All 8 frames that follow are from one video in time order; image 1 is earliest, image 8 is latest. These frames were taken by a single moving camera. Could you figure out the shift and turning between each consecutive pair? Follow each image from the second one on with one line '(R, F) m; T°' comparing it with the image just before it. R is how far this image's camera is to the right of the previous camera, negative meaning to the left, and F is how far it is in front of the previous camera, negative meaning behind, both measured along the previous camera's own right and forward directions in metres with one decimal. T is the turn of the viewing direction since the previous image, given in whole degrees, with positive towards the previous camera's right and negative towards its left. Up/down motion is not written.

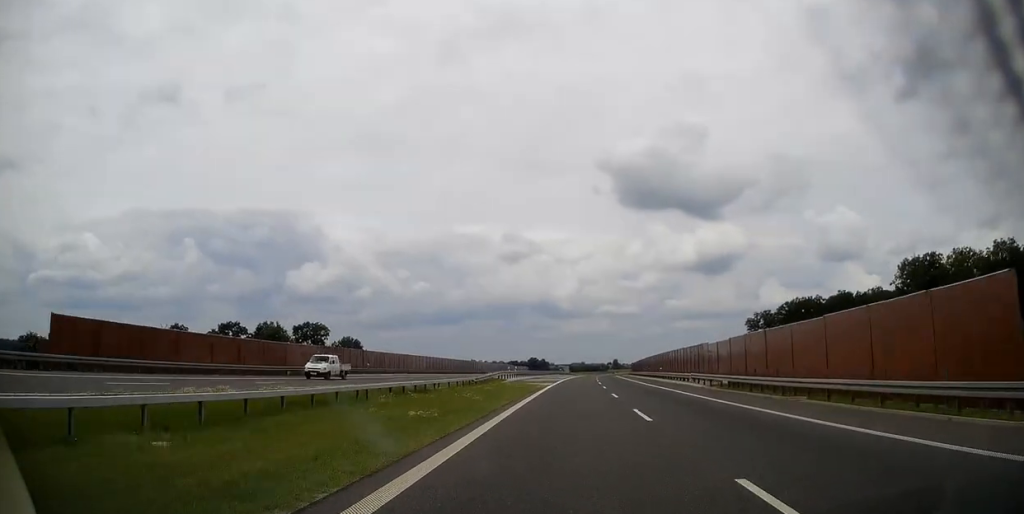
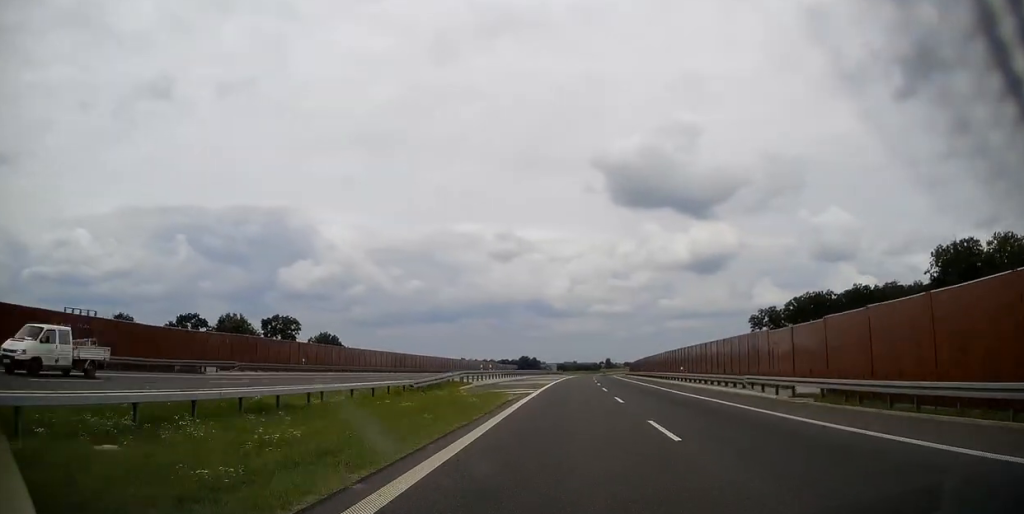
(+0.1, +16.1) m; +1°
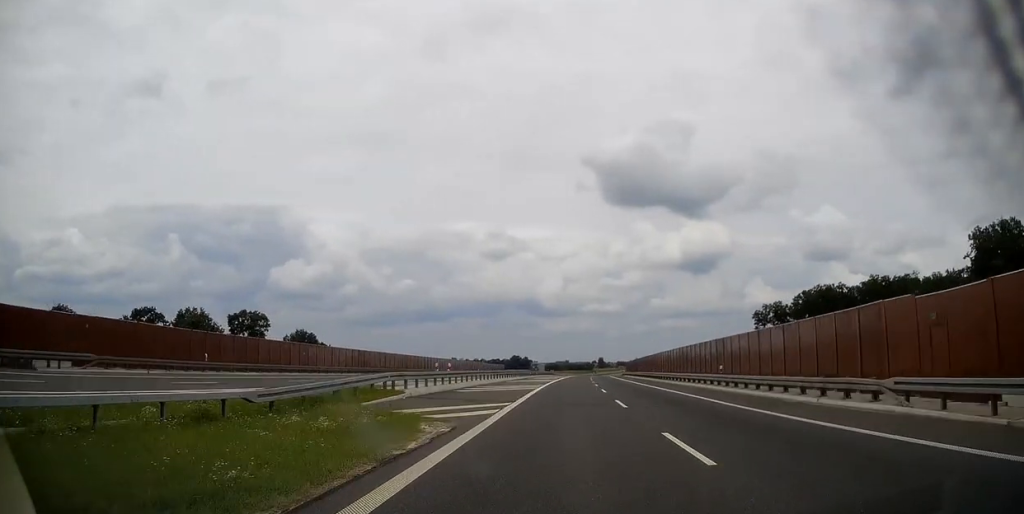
(+0.1, +15.0) m; +1°
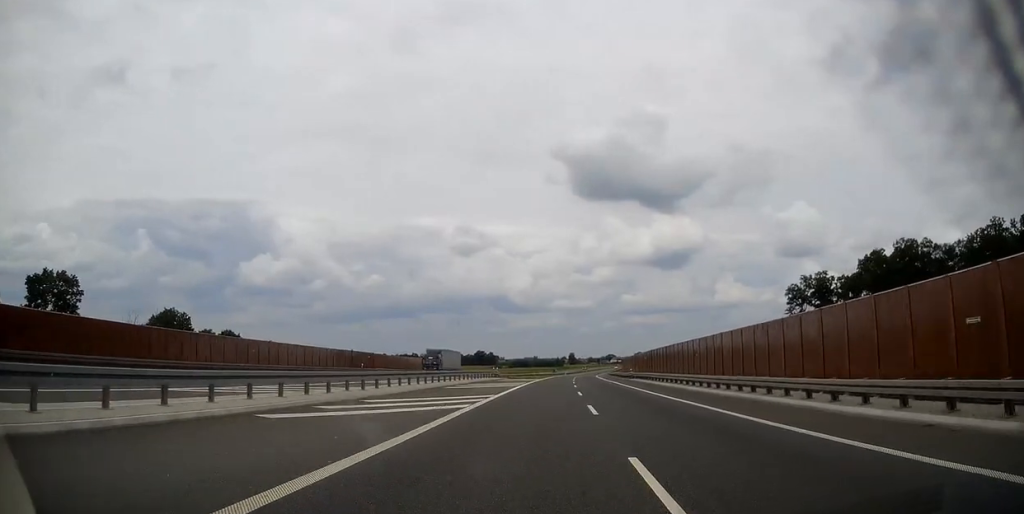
(+1.5, +63.9) m; +2°
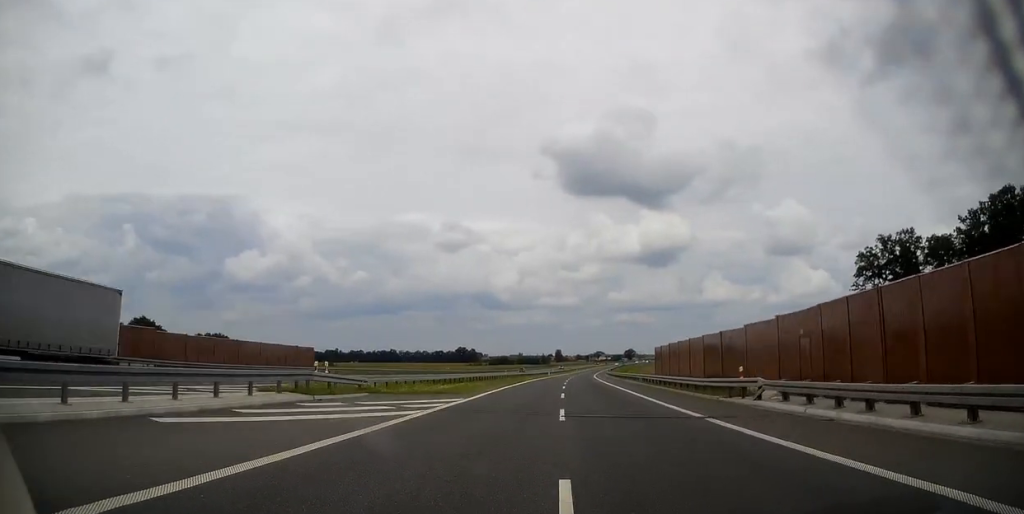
(+0.8, +50.2) m; +2°
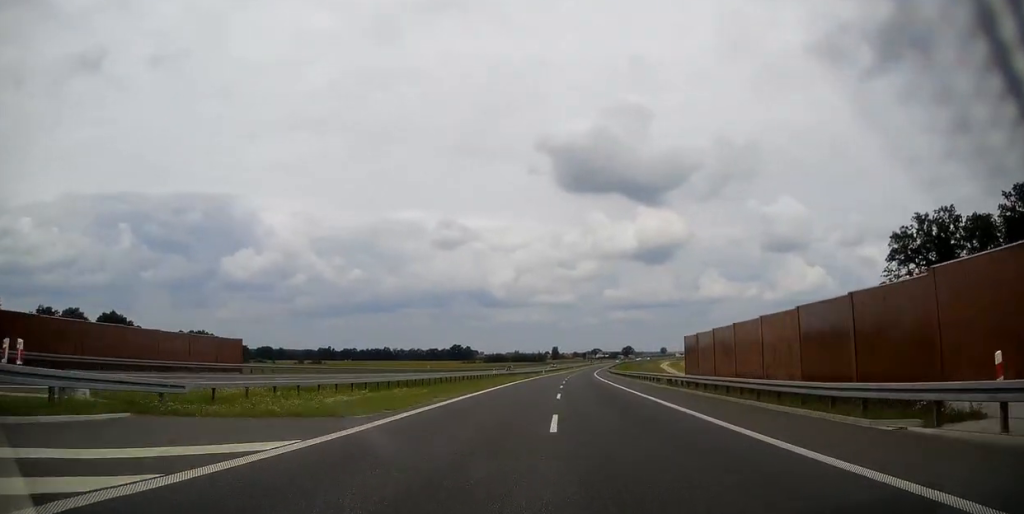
(+0.1, +15.2) m; 0°
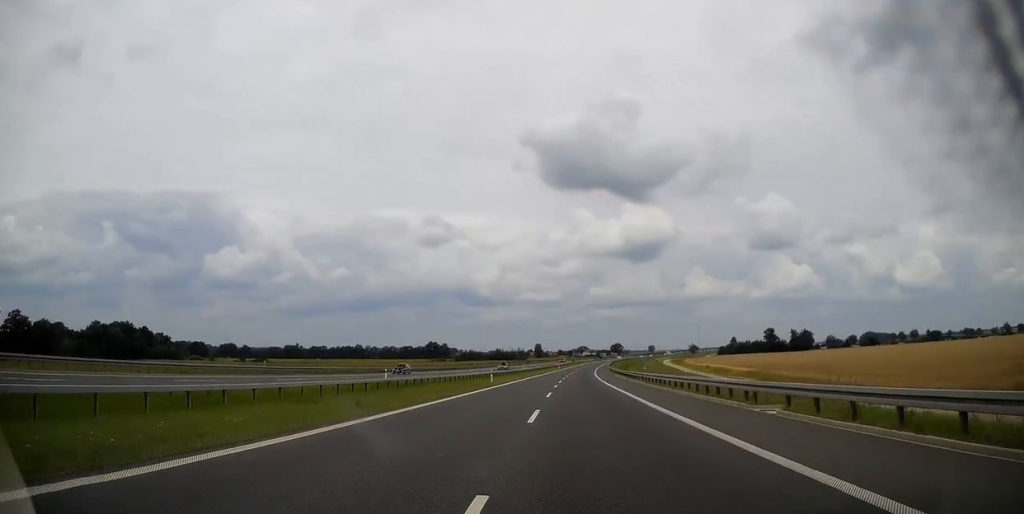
(+0.5, +58.7) m; +1°
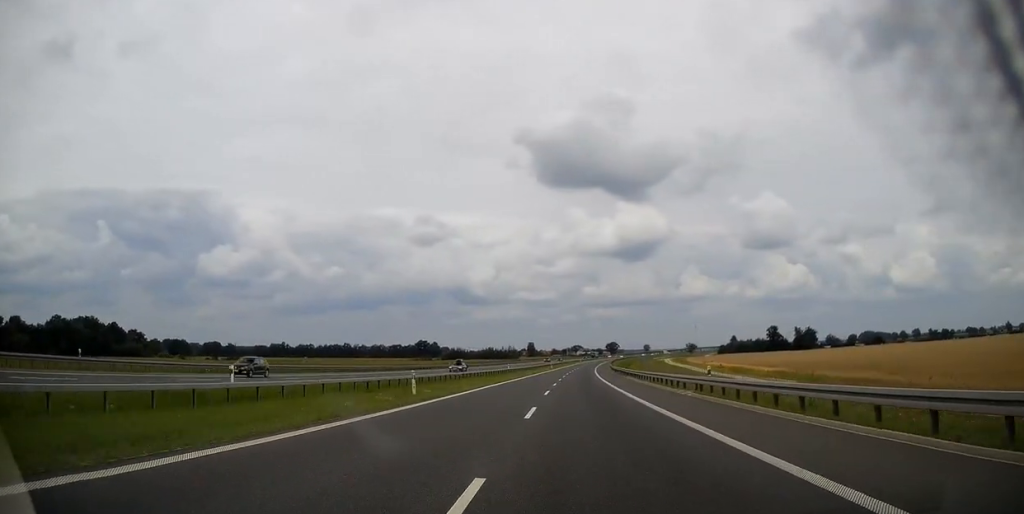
(+0.3, +23.5) m; +1°
